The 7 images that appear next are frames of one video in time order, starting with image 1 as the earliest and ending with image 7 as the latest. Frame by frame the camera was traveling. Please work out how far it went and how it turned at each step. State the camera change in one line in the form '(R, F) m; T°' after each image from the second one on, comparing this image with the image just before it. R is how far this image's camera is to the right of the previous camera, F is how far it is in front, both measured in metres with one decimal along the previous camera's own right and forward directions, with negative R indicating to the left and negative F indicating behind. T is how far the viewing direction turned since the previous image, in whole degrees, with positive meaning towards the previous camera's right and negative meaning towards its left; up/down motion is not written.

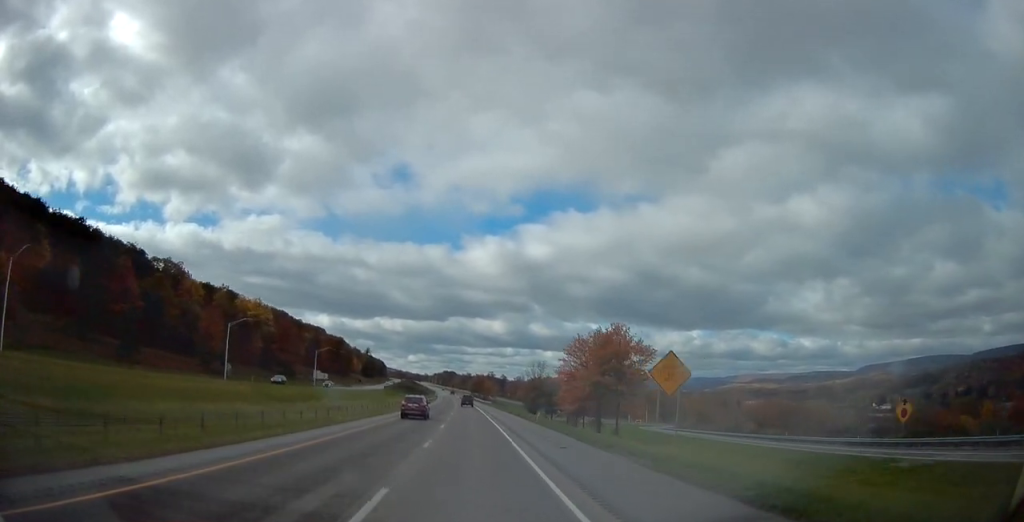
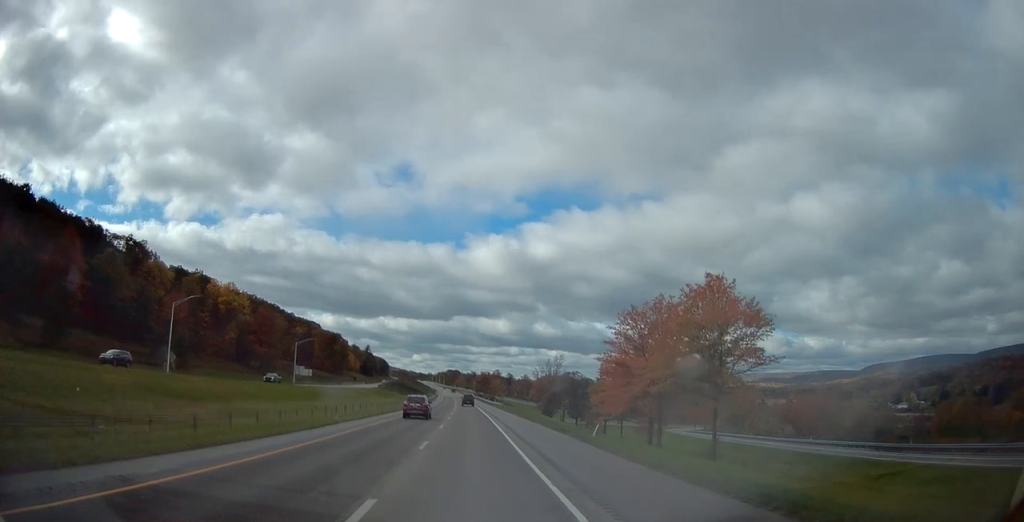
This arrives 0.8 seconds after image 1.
(0.0, +25.4) m; 0°
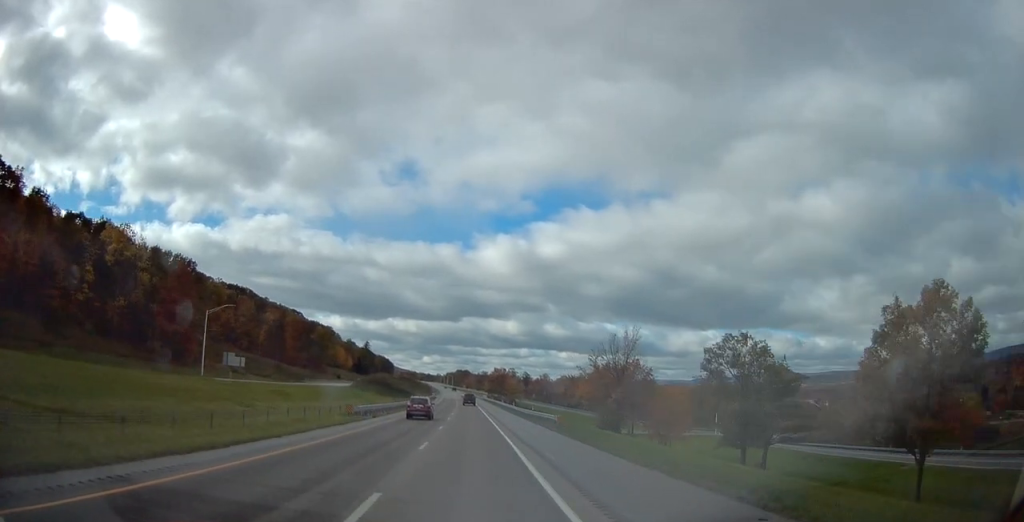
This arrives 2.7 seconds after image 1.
(-0.7, +60.0) m; -1°
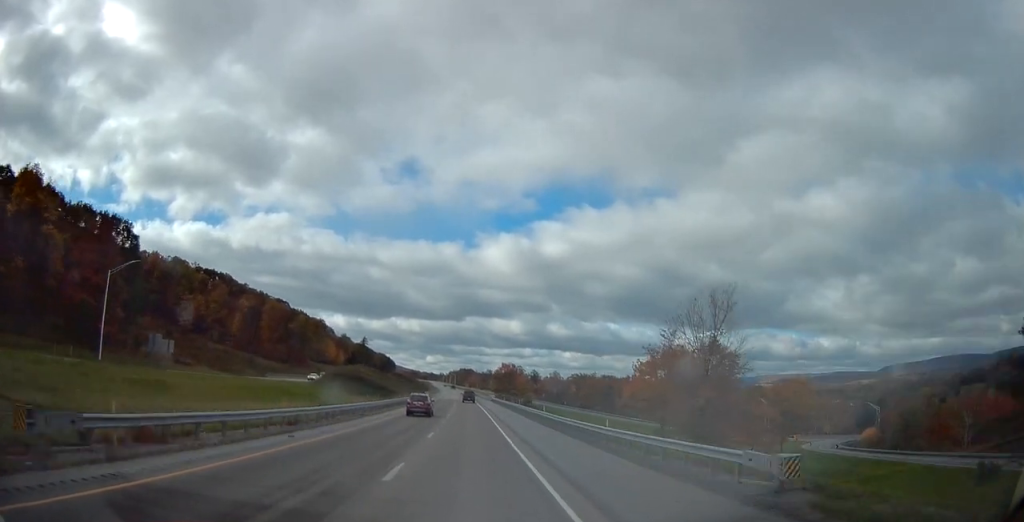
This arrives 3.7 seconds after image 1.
(-0.3, +31.6) m; 0°
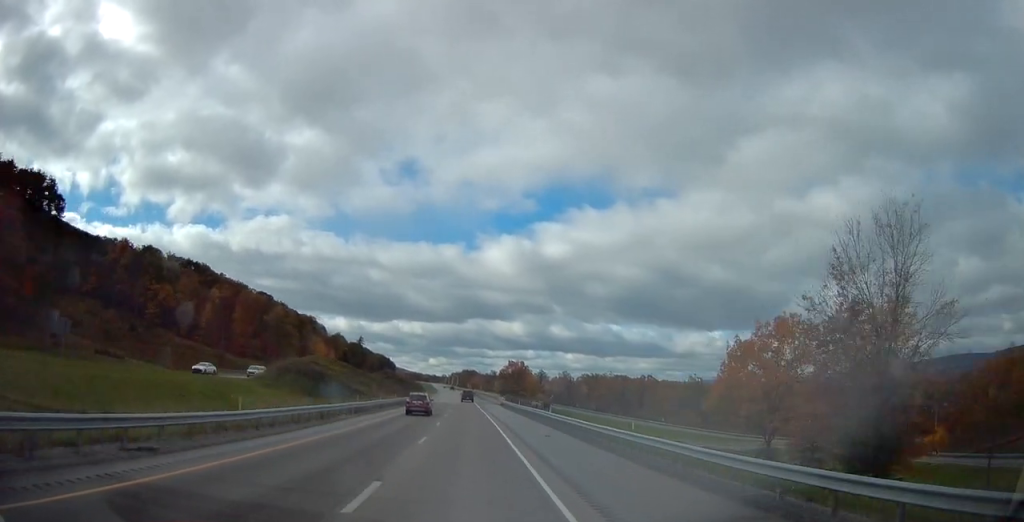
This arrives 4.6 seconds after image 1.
(0.0, +27.5) m; -1°
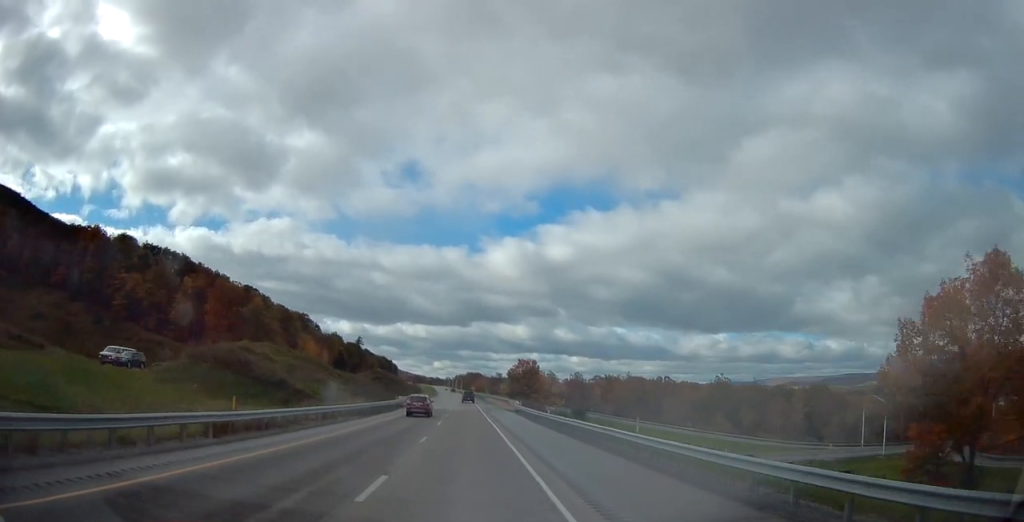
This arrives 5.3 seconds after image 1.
(-0.1, +23.3) m; -1°
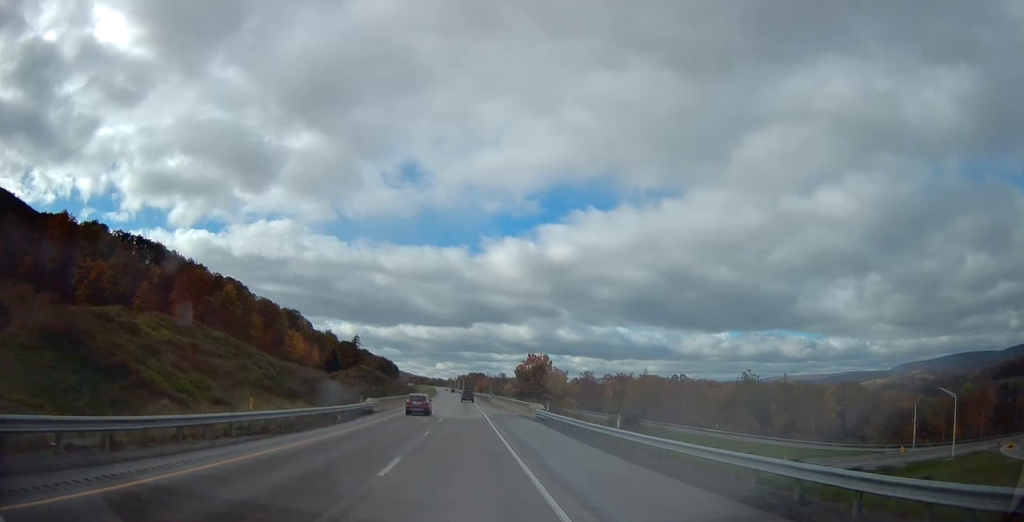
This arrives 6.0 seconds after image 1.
(-0.2, +21.2) m; 0°
